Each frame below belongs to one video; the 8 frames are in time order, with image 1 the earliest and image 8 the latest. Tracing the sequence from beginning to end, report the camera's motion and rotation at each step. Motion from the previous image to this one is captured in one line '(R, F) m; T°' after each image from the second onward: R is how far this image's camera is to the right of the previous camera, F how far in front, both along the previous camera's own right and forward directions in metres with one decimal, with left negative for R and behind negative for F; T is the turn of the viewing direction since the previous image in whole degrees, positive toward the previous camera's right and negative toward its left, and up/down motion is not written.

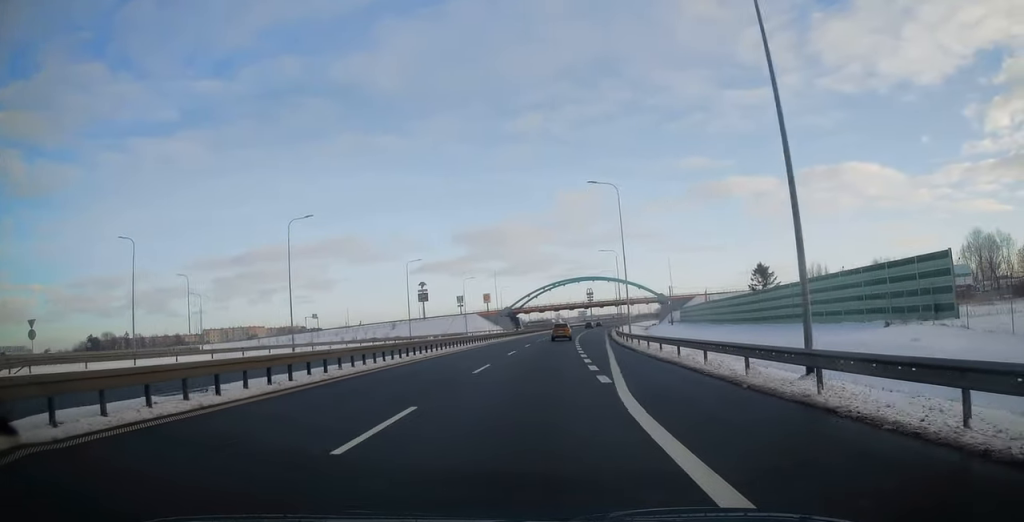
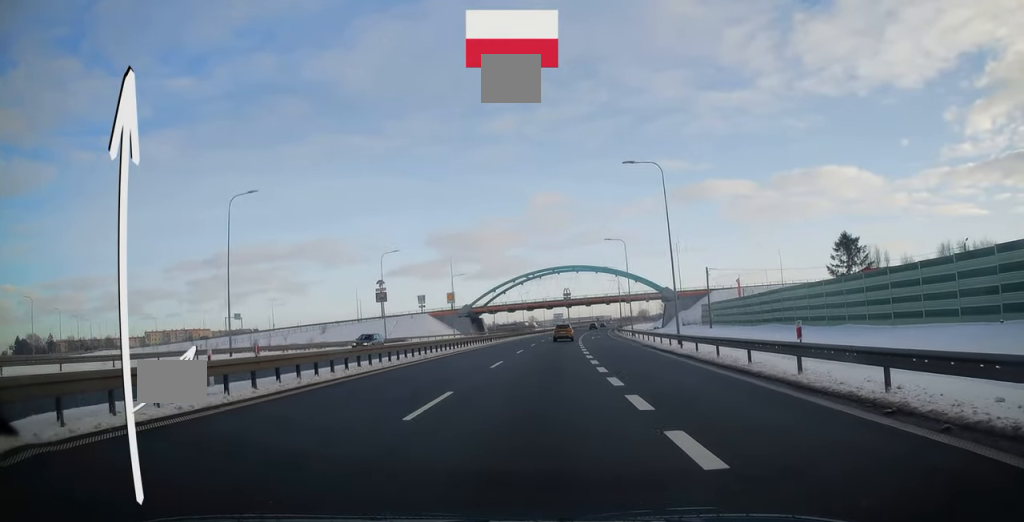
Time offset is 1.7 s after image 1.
(+0.7, +44.7) m; +2°
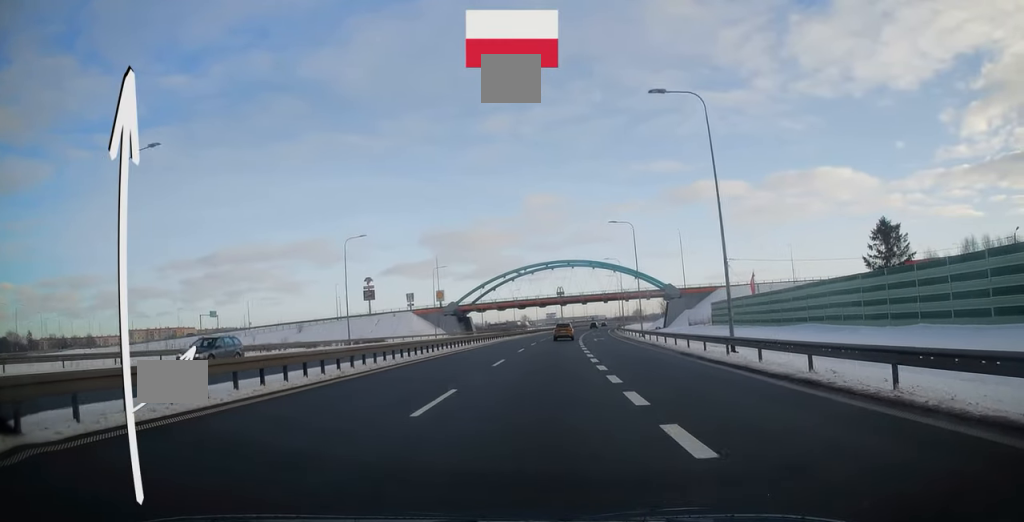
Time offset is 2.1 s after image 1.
(+0.1, +11.5) m; +1°
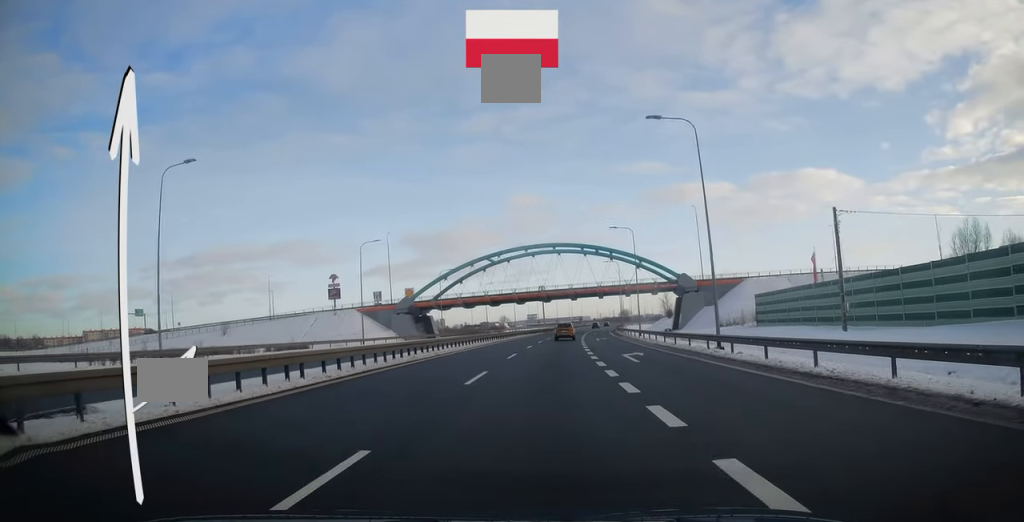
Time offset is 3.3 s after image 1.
(+0.4, +30.2) m; +2°
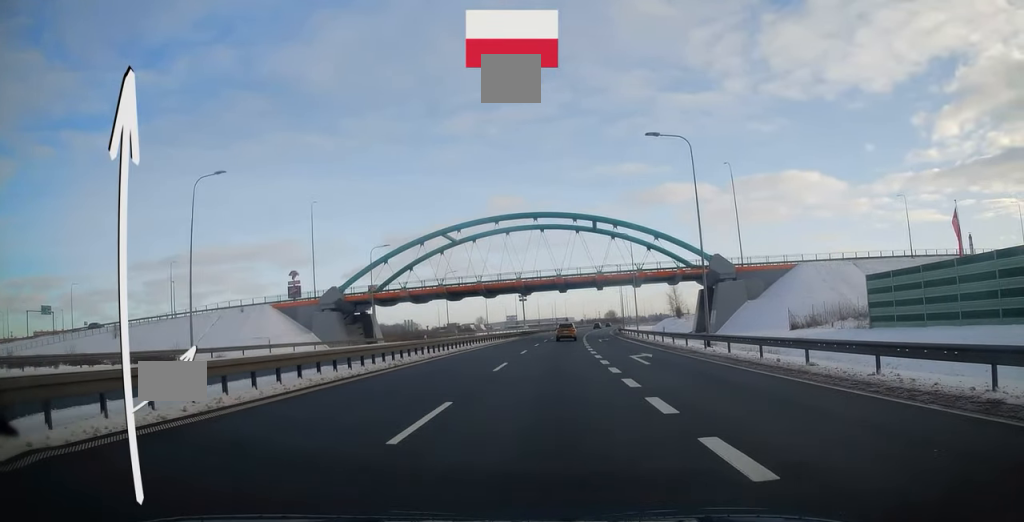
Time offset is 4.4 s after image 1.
(+0.6, +31.0) m; +2°
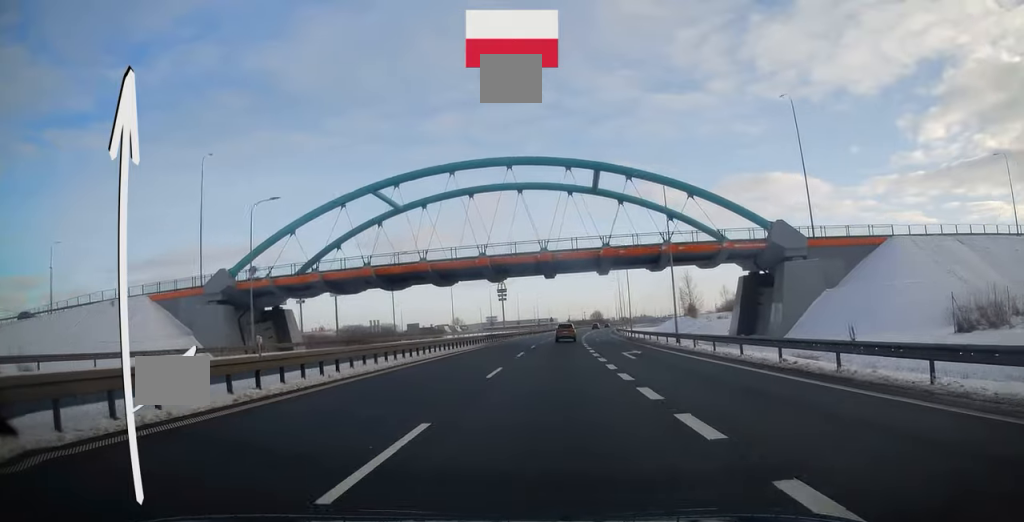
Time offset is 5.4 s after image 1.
(+0.4, +26.2) m; +1°
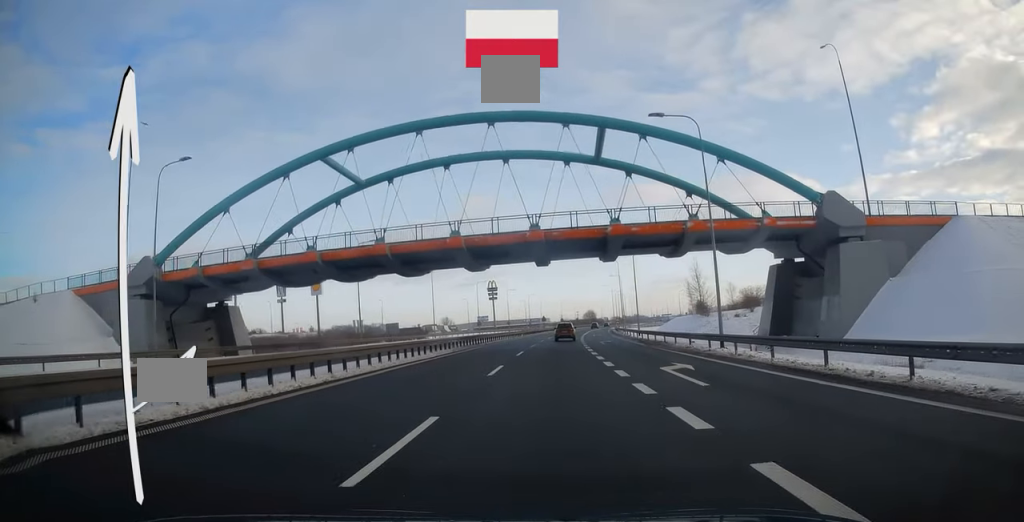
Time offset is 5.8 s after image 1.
(0.0, +11.3) m; 0°
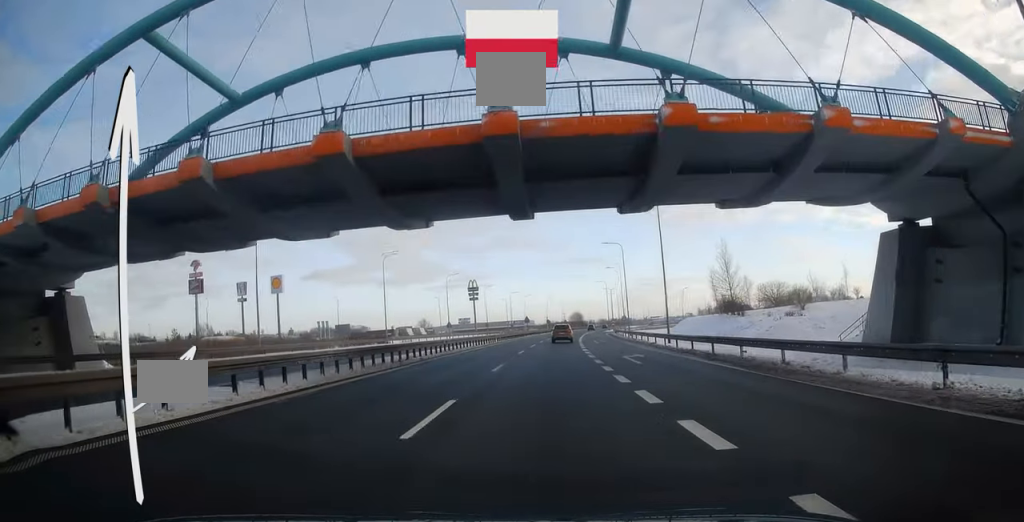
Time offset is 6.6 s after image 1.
(+0.2, +21.3) m; +2°
